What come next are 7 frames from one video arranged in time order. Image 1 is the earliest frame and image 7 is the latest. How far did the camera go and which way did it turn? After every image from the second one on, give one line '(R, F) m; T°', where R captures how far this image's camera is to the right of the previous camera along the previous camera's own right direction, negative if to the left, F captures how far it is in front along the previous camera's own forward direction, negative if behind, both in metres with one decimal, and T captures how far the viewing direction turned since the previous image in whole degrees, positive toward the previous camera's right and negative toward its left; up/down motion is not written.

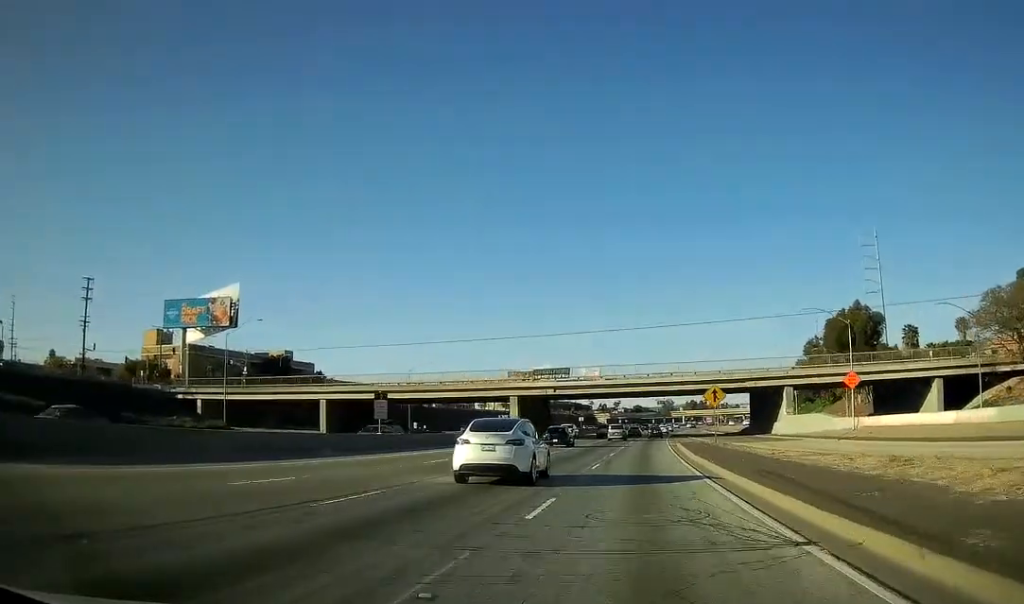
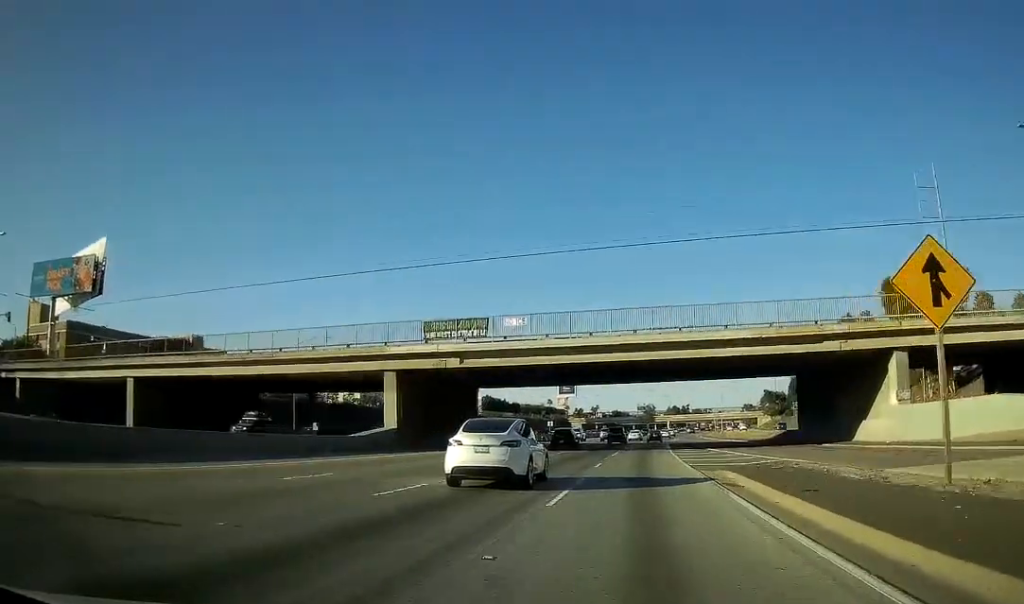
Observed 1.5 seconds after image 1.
(+0.9, +42.0) m; +2°
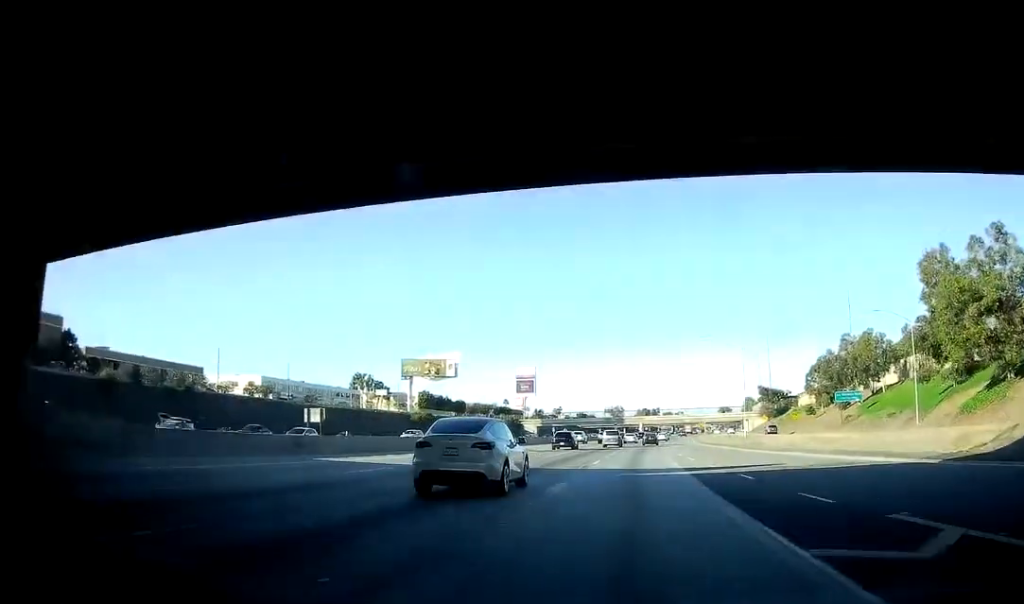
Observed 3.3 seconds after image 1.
(+0.3, +53.7) m; +2°
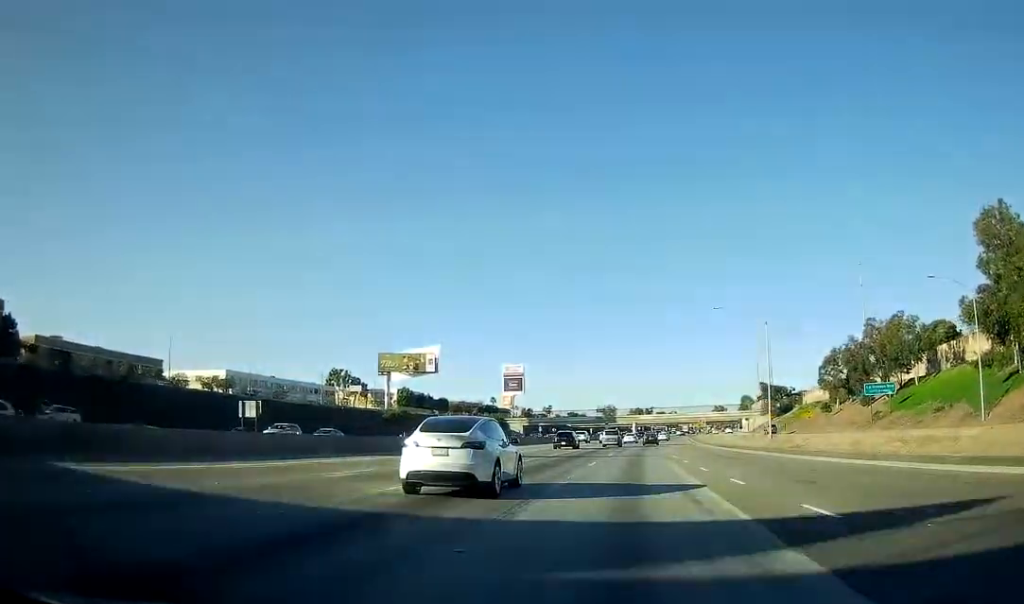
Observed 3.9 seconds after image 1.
(+0.2, +17.3) m; +1°
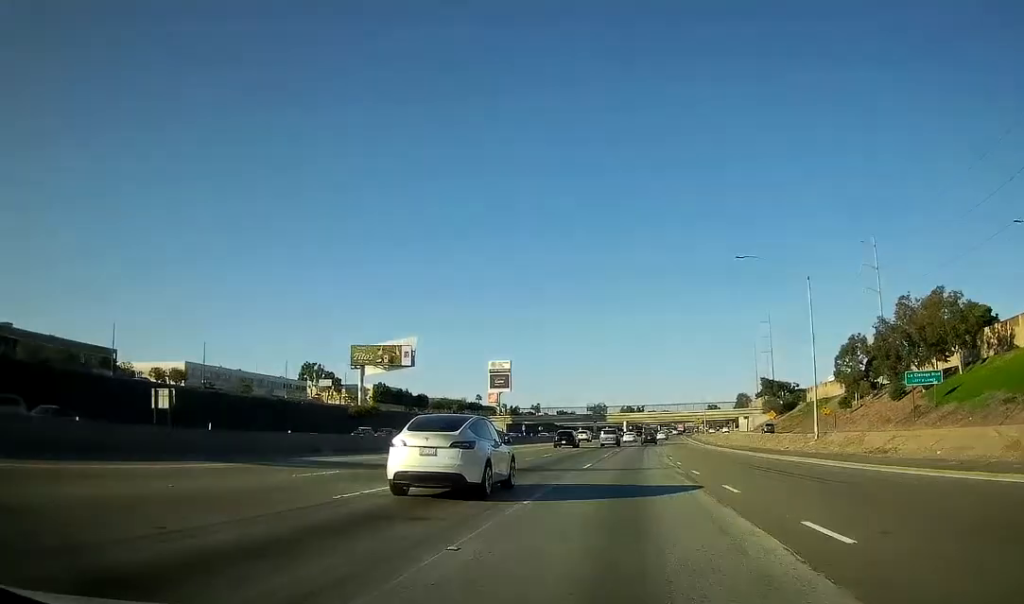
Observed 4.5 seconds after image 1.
(+0.2, +16.4) m; +2°
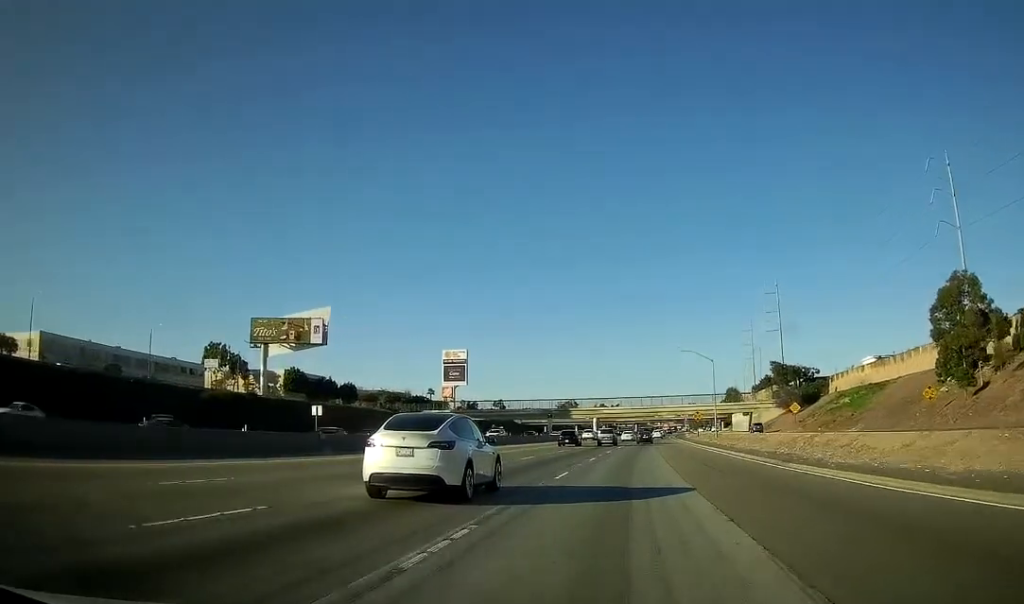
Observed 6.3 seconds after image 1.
(+0.5, +50.5) m; 0°
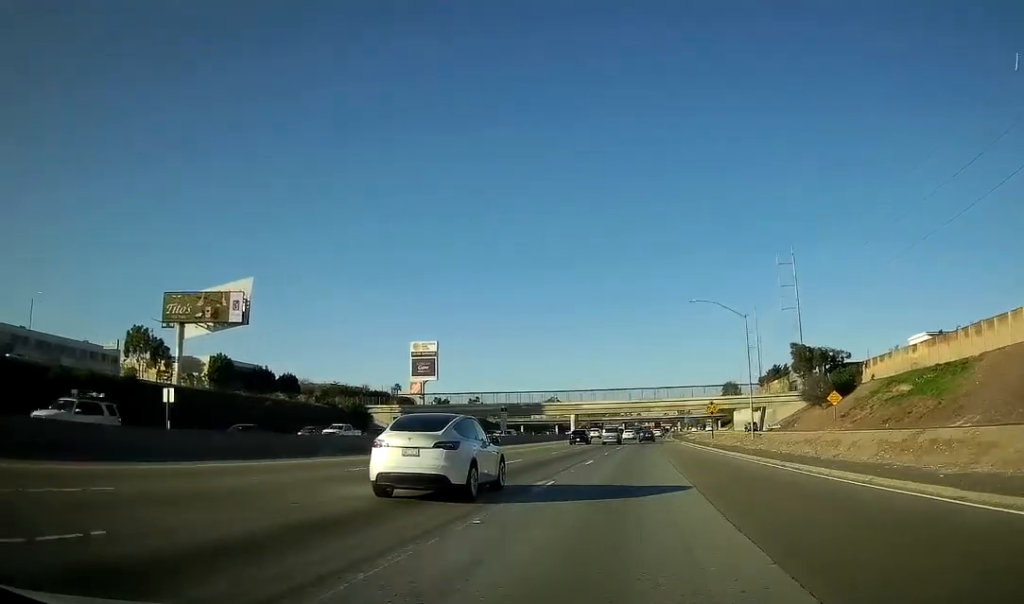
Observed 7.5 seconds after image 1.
(+0.3, +33.6) m; +2°
